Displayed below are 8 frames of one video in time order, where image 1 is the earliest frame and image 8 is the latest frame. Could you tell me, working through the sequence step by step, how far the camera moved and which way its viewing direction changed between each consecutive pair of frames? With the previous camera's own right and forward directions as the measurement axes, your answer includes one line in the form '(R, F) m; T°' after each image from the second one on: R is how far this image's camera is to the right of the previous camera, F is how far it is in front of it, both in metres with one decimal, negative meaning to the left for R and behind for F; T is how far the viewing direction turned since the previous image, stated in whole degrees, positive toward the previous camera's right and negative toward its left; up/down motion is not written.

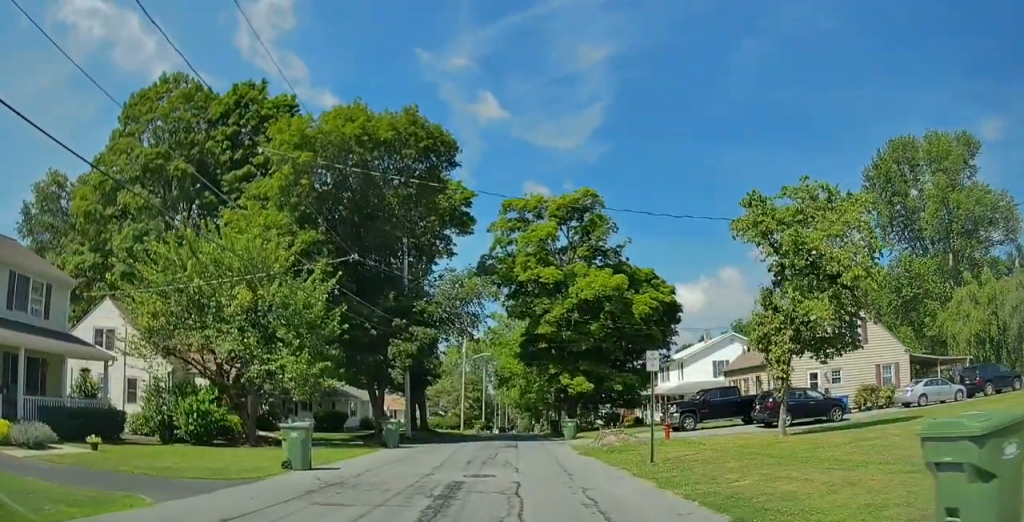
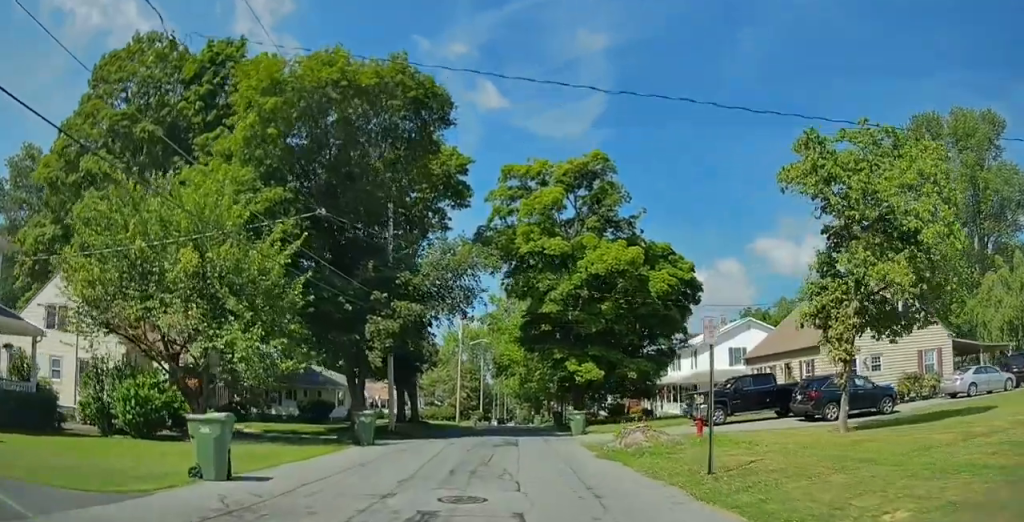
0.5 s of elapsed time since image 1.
(0.0, +4.8) m; 0°
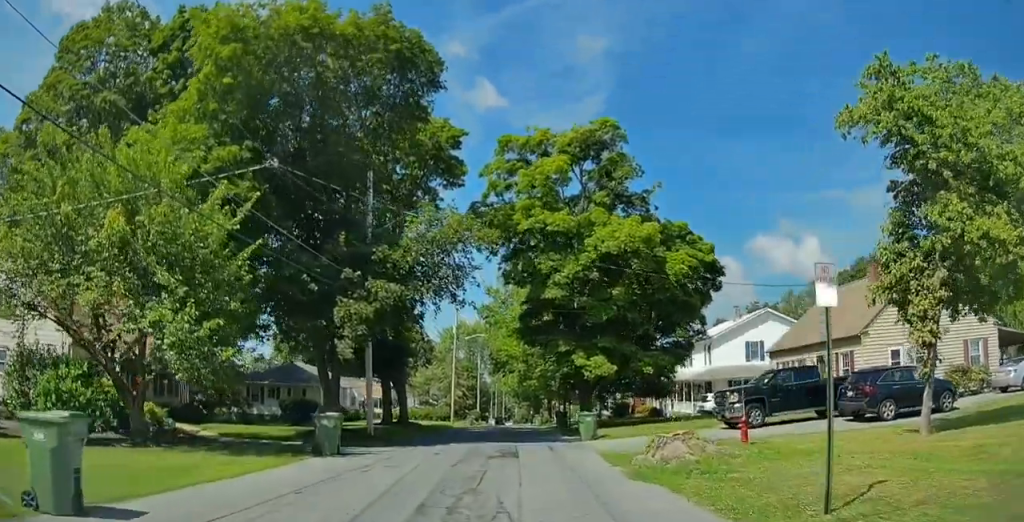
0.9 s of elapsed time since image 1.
(+0.1, +4.3) m; +1°
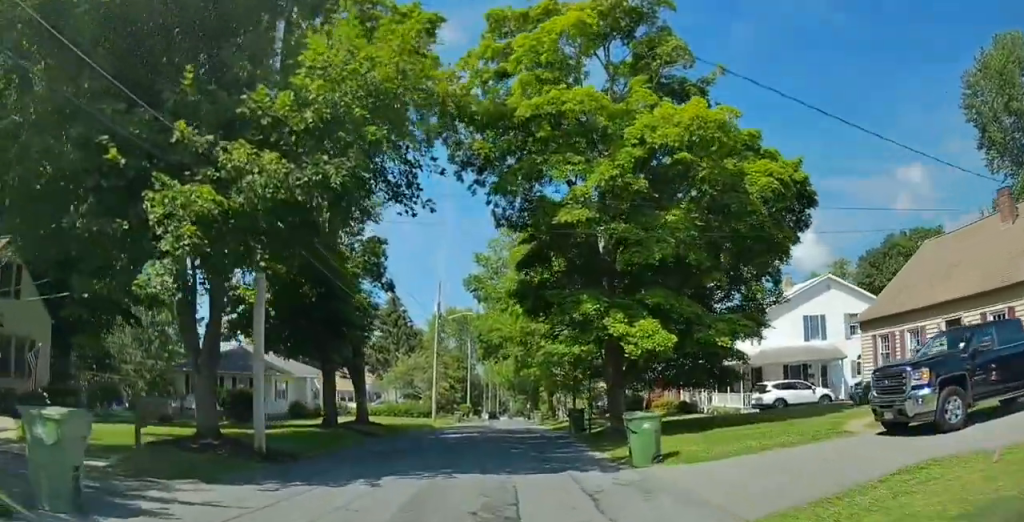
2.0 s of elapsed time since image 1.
(+0.3, +10.9) m; +1°
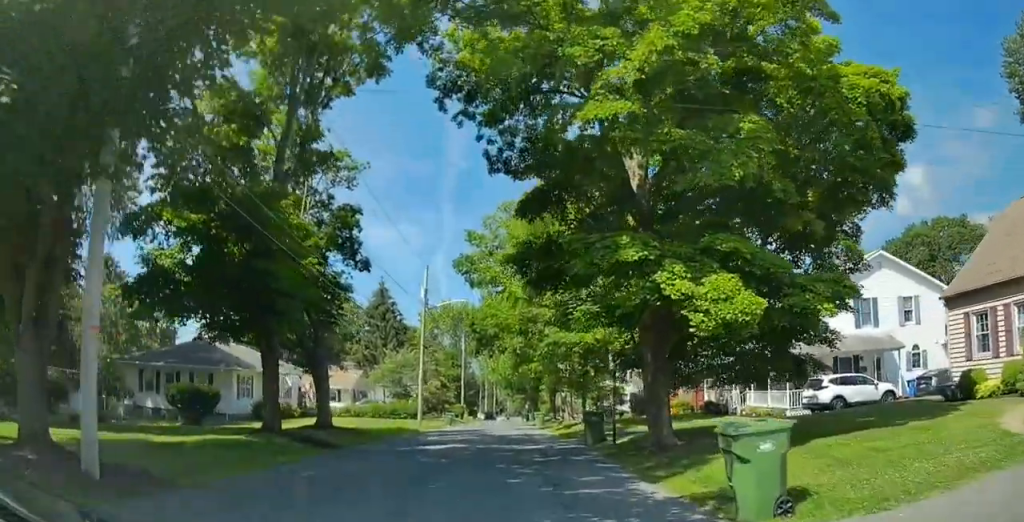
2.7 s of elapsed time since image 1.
(0.0, +6.1) m; 0°
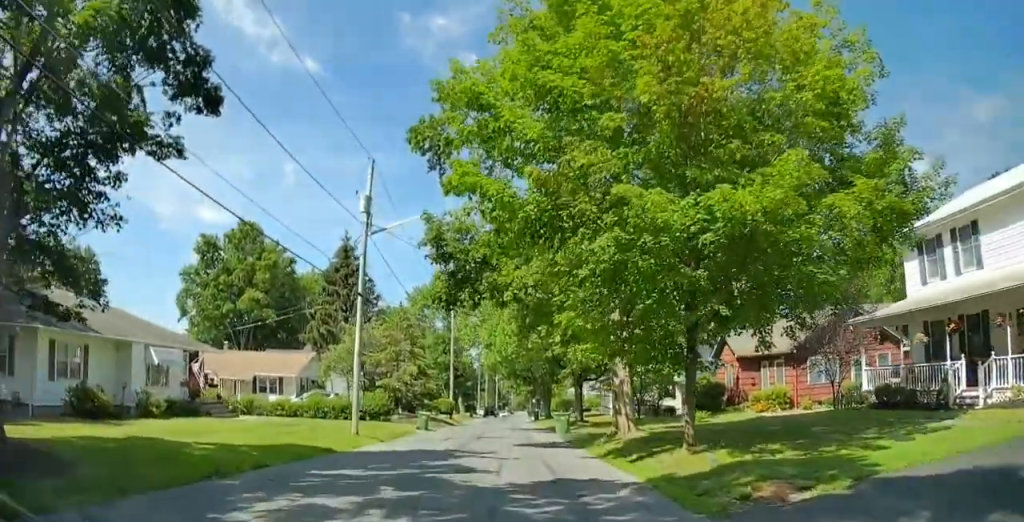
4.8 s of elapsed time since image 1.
(-0.3, +18.5) m; -2°
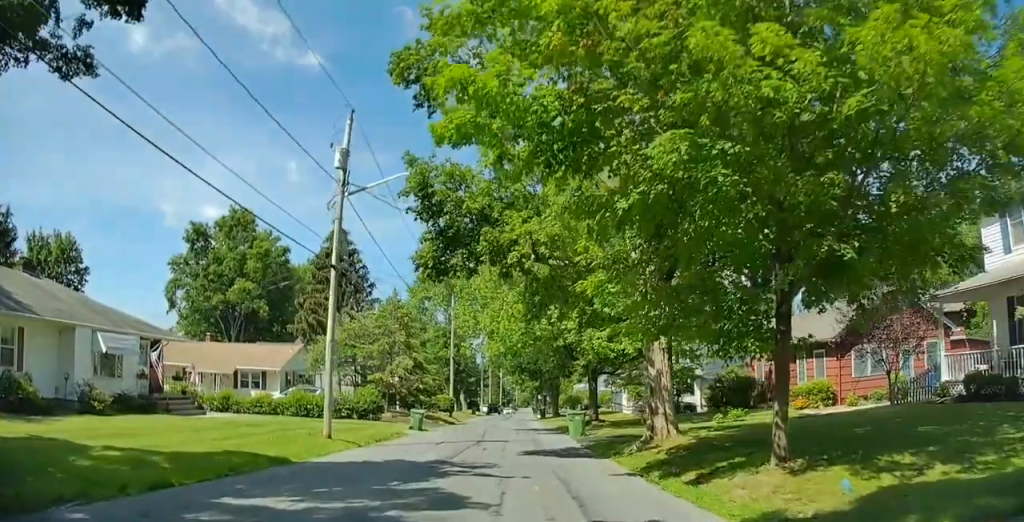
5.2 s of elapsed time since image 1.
(-0.3, +4.3) m; +1°
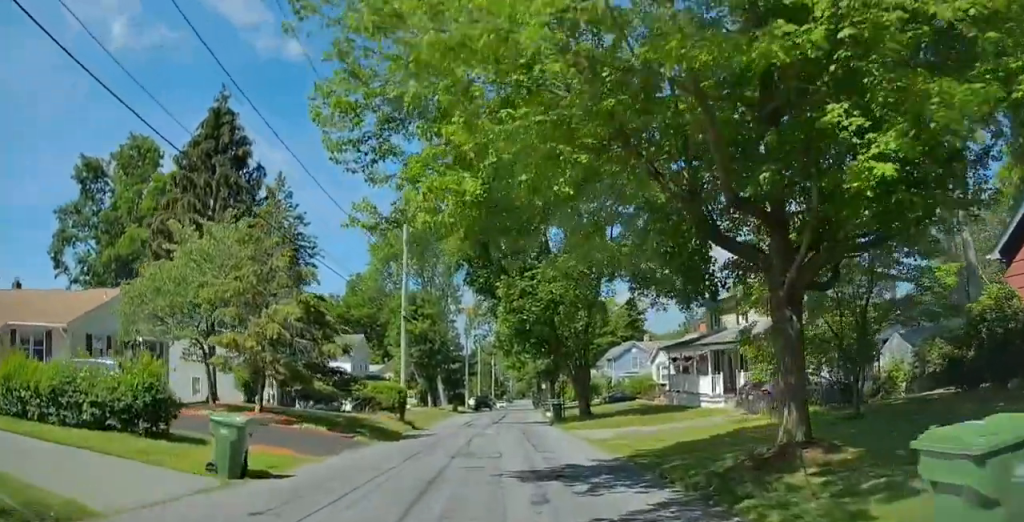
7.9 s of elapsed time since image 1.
(+0.4, +23.5) m; -1°
